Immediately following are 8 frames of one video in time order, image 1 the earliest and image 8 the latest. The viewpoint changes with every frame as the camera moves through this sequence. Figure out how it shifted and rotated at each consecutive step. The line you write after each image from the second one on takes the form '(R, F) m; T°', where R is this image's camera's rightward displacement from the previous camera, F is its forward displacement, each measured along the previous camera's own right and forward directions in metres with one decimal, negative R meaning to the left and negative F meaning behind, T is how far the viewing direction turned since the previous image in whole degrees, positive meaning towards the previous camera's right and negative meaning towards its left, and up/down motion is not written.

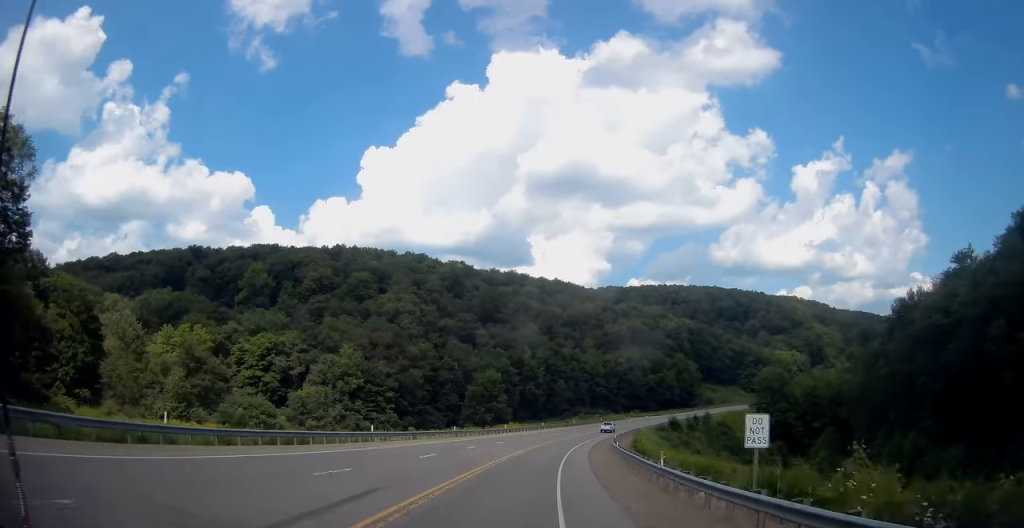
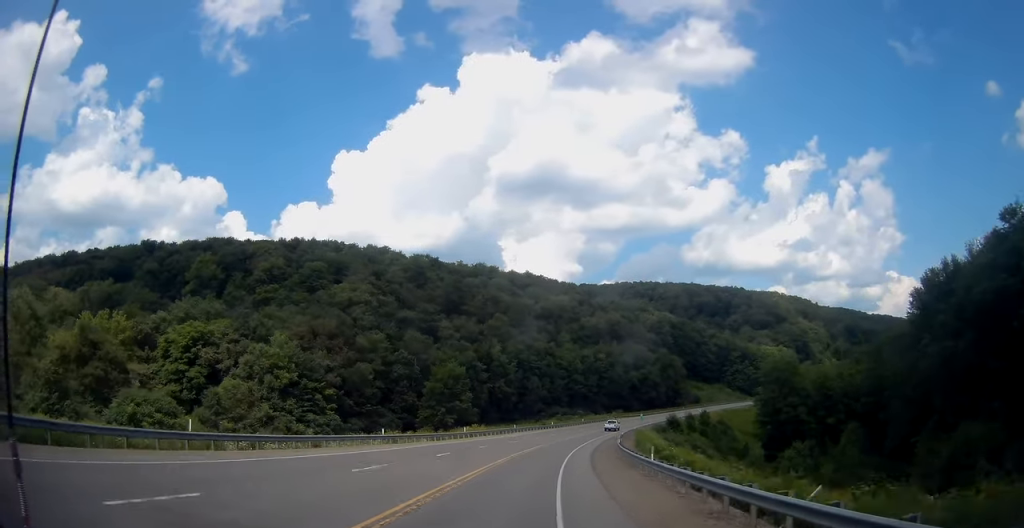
(+0.7, +20.3) m; +3°
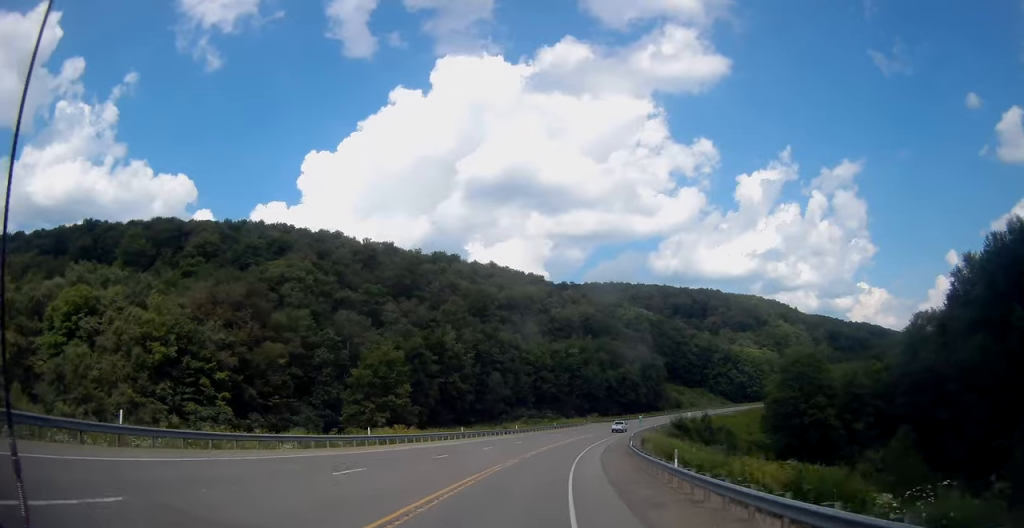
(+1.1, +26.5) m; +4°
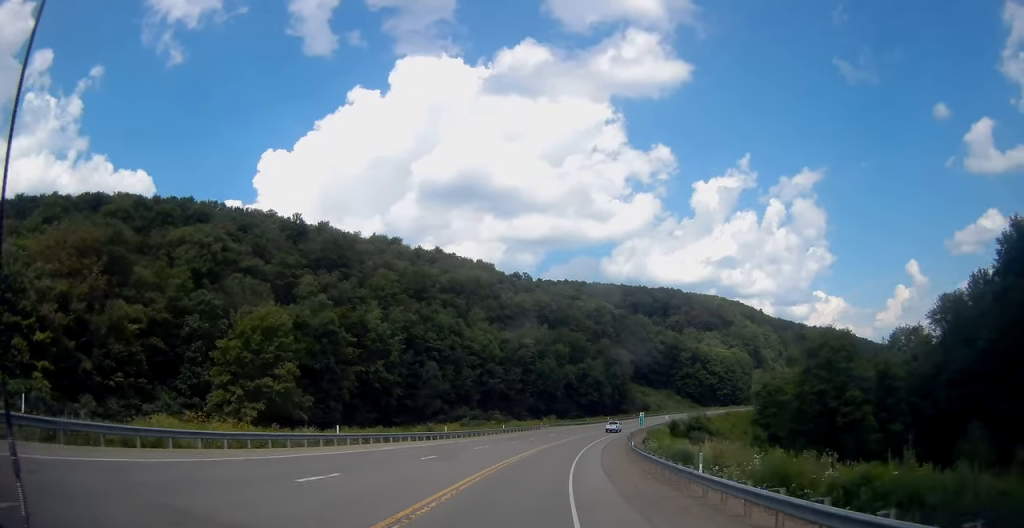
(+0.8, +26.5) m; +4°
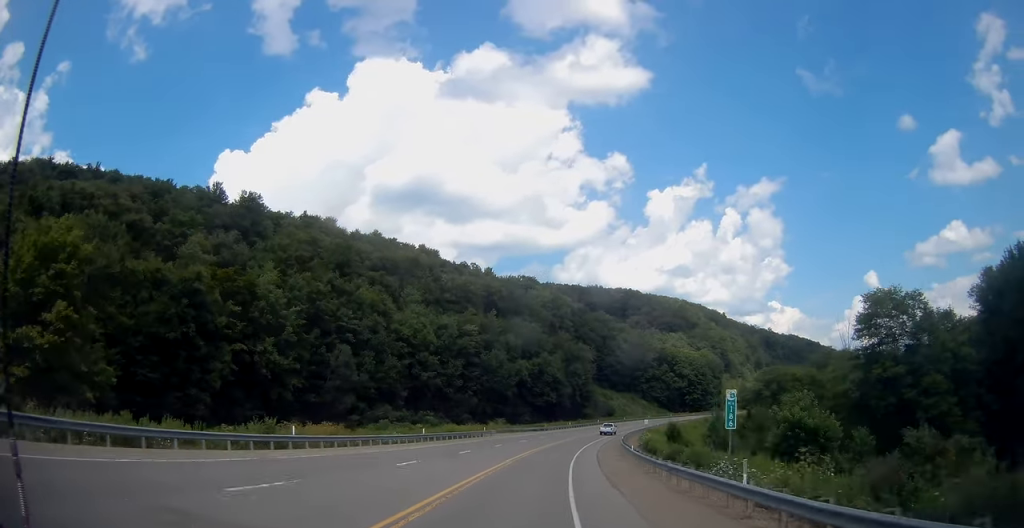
(+1.1, +27.0) m; +5°
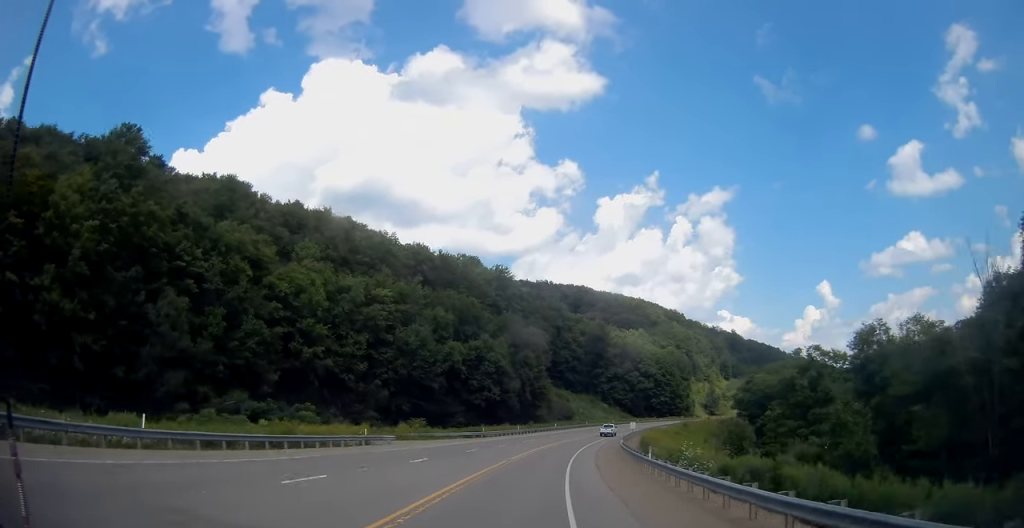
(+2.0, +33.2) m; +6°
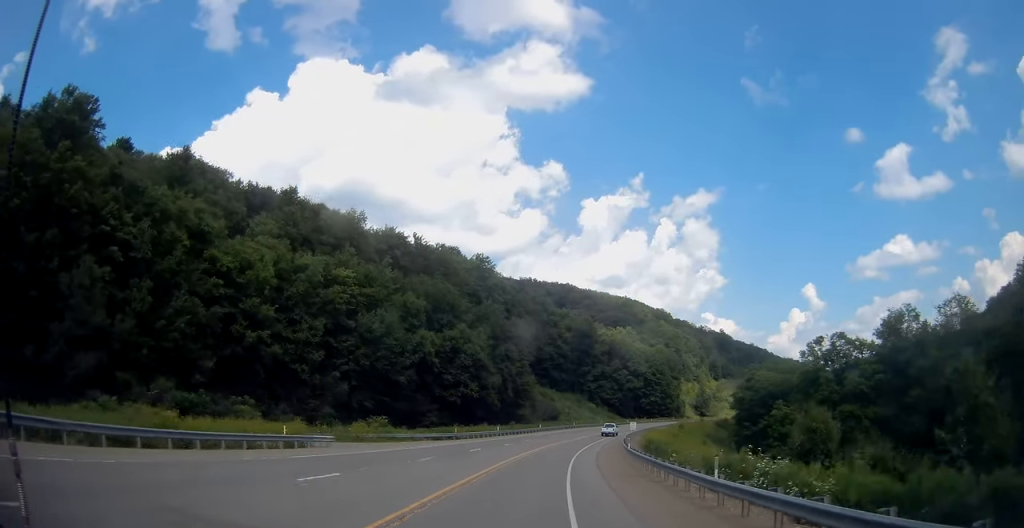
(+0.2, +11.0) m; +1°
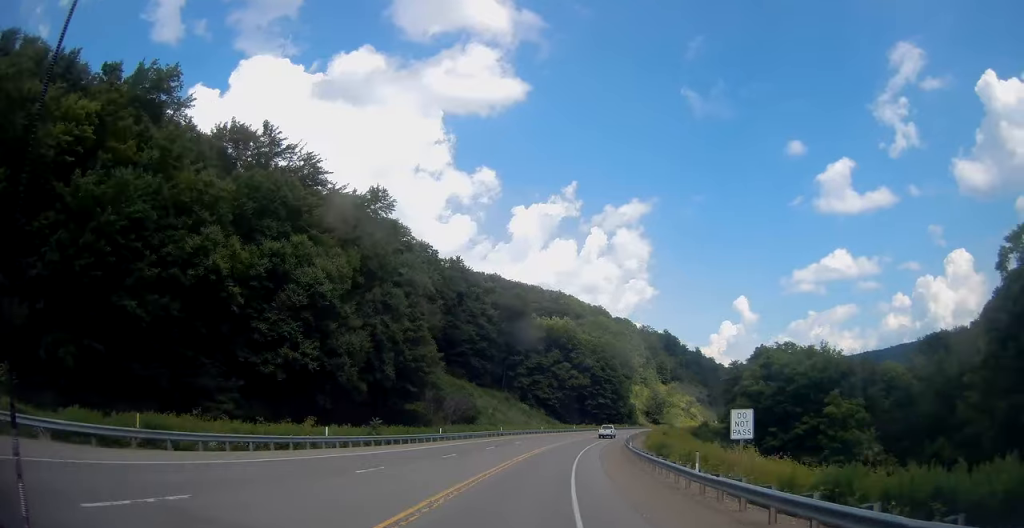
(+2.1, +43.6) m; +6°
